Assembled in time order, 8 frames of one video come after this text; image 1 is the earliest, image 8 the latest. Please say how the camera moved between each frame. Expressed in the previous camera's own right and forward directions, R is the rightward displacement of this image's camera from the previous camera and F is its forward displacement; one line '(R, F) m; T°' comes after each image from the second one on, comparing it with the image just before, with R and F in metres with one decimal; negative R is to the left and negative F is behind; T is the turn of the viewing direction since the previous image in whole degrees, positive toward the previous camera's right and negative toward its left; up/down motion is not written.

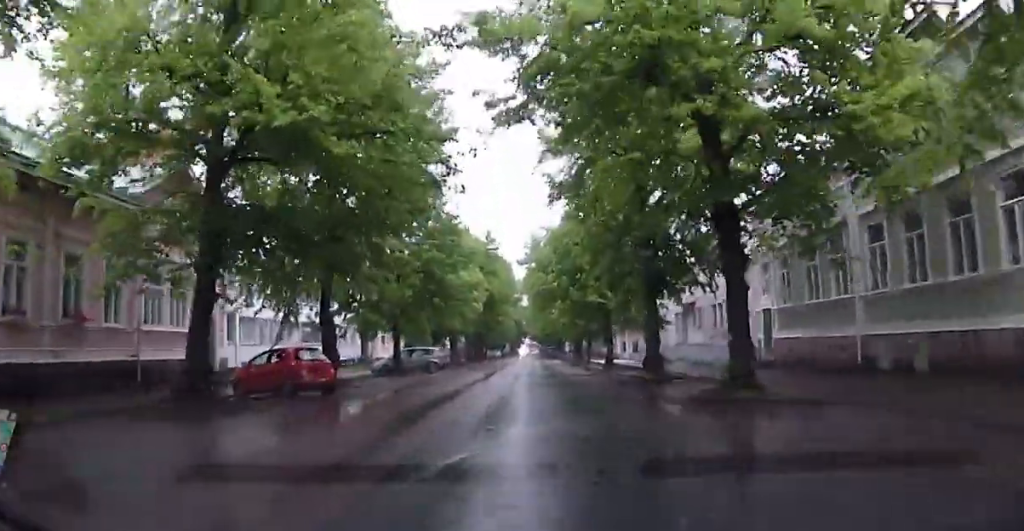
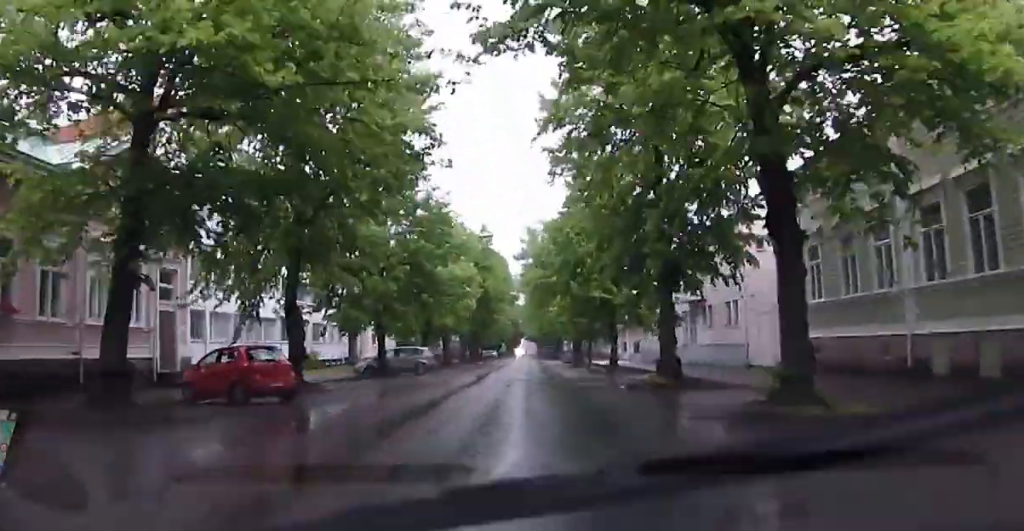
(+0.2, +3.6) m; +2°
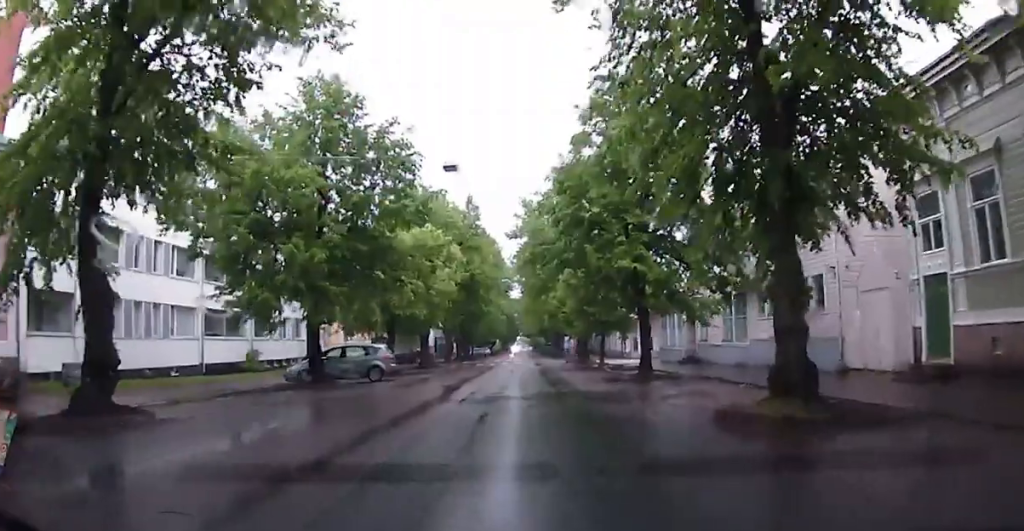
(+0.3, +11.6) m; -5°
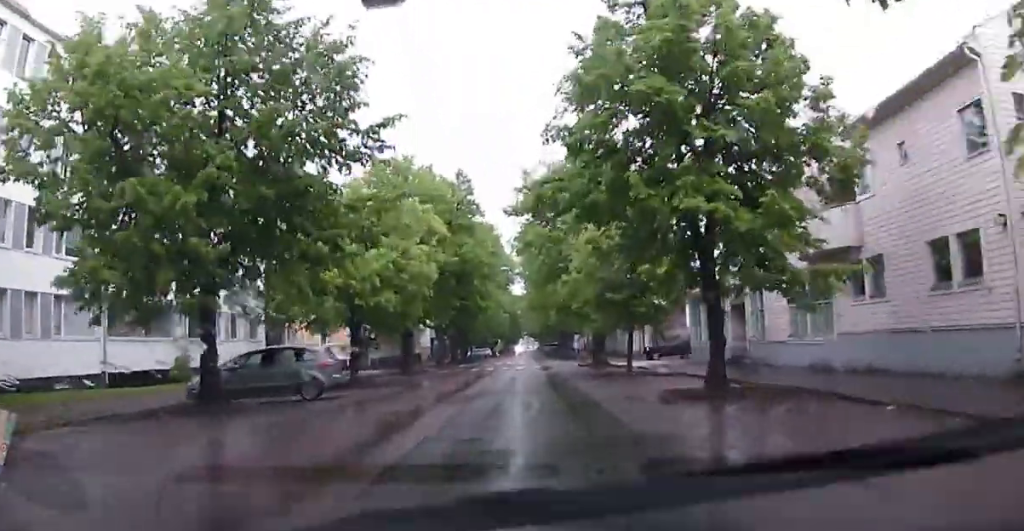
(-0.5, +9.7) m; +4°
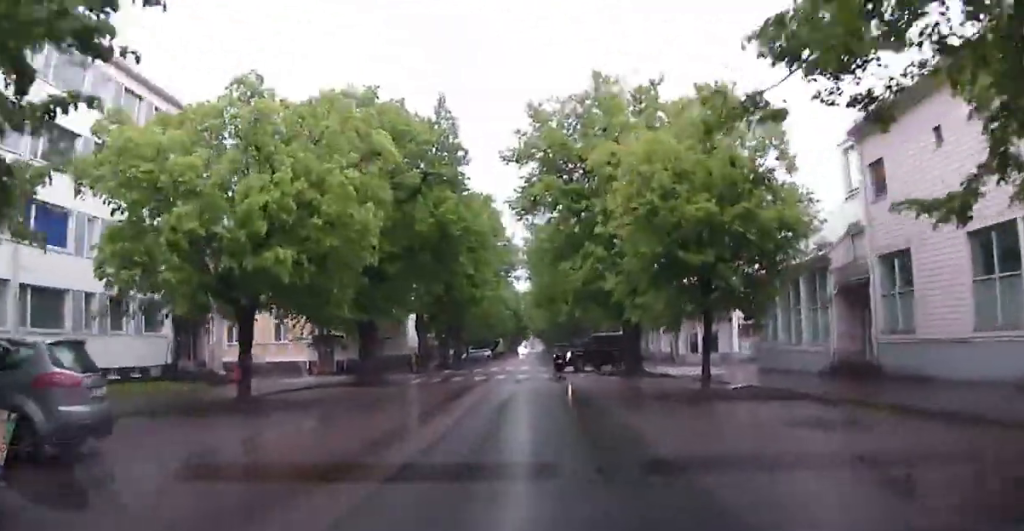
(+0.6, +11.9) m; +1°
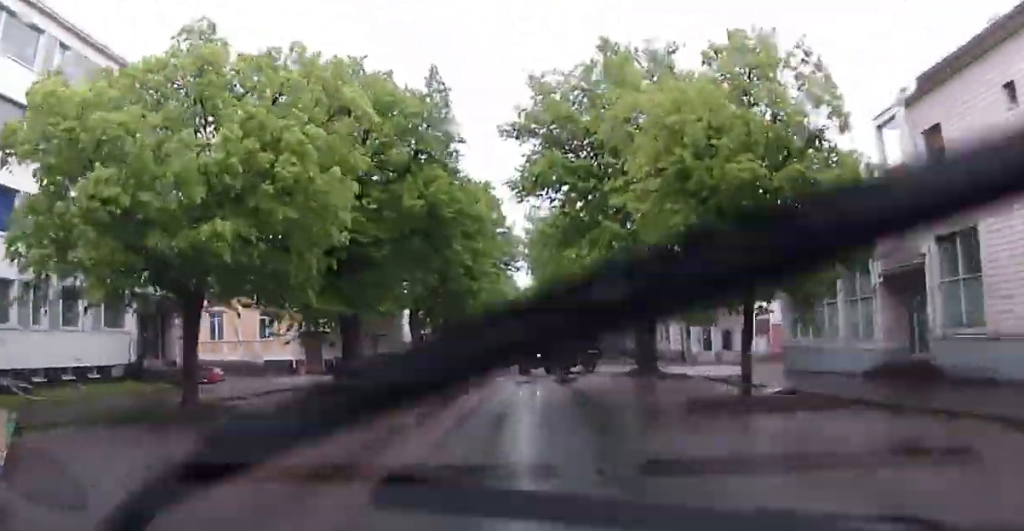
(0.0, +3.1) m; 0°
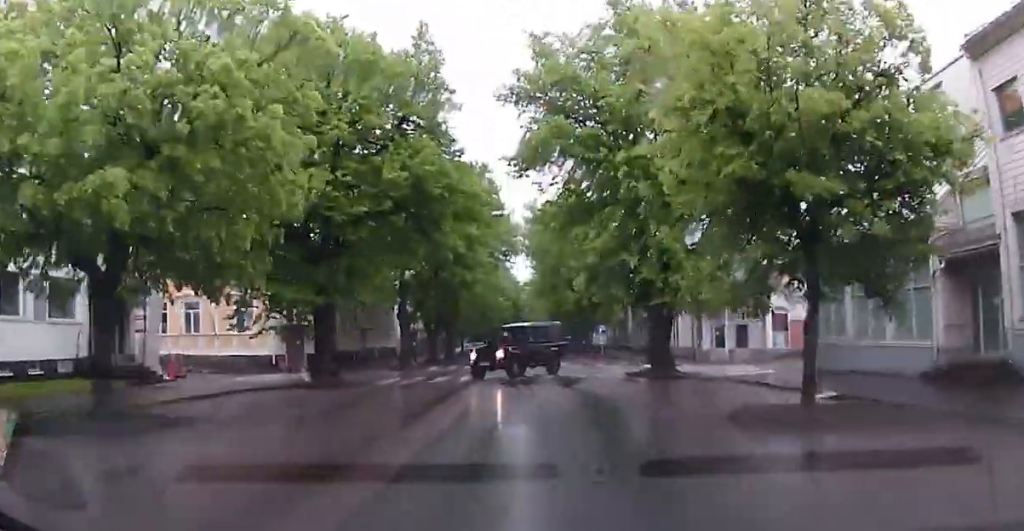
(+0.3, +3.3) m; 0°
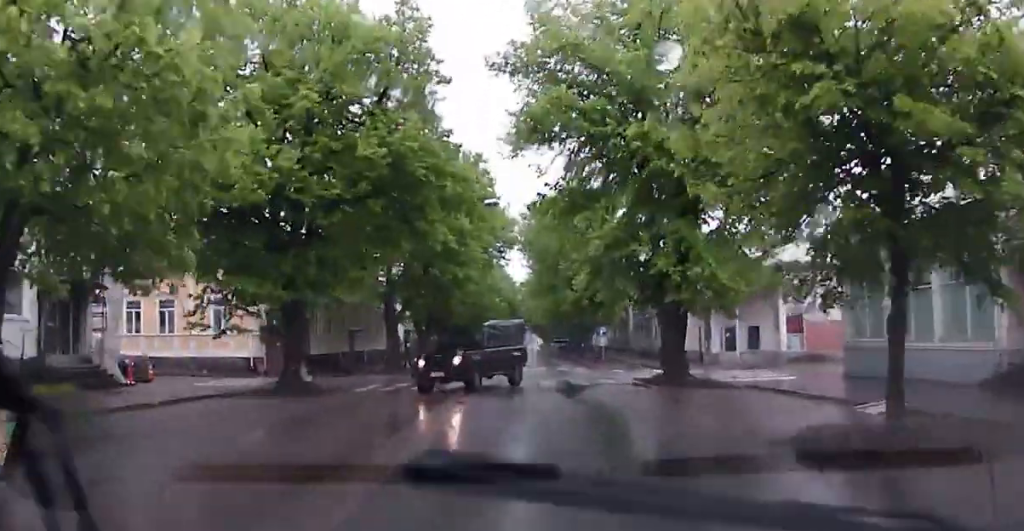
(+0.1, +2.8) m; 0°
